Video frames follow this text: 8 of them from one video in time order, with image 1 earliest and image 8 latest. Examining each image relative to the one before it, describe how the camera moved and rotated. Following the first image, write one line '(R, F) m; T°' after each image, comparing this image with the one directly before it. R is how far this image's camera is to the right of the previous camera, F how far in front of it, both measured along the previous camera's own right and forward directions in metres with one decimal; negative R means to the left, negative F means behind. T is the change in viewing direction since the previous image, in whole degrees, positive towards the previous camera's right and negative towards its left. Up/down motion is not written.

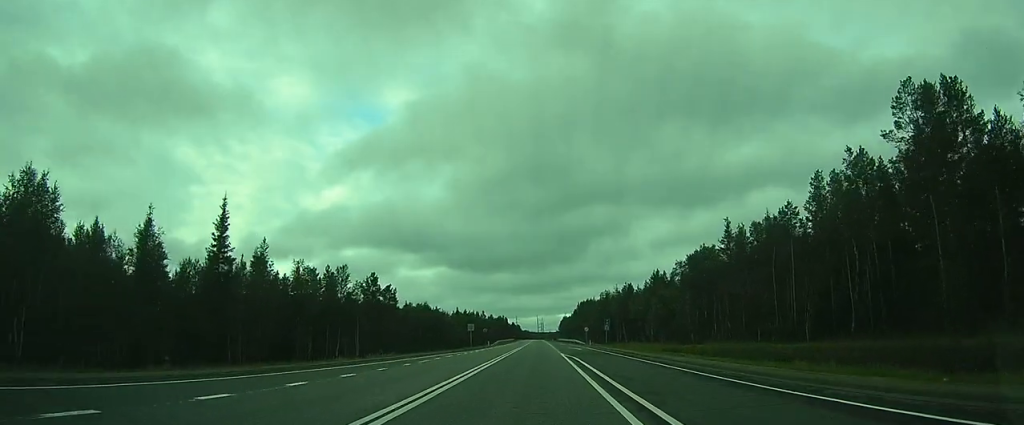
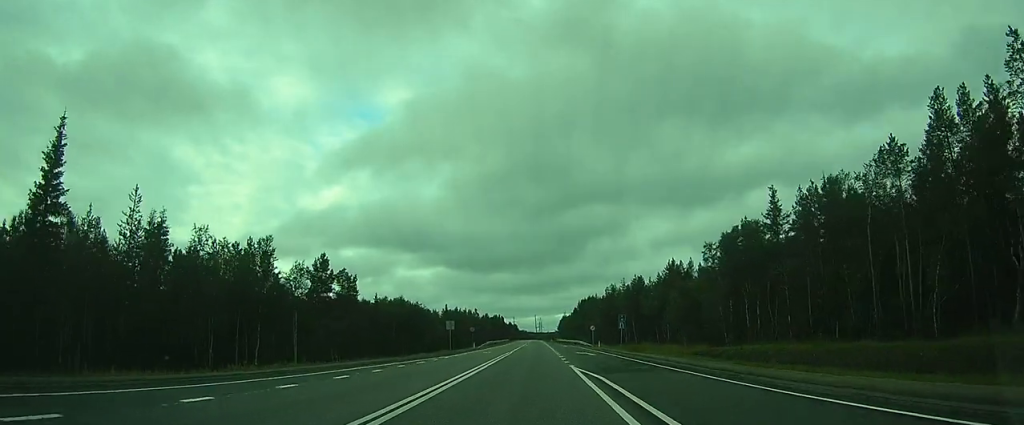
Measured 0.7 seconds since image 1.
(+0.1, +16.6) m; 0°
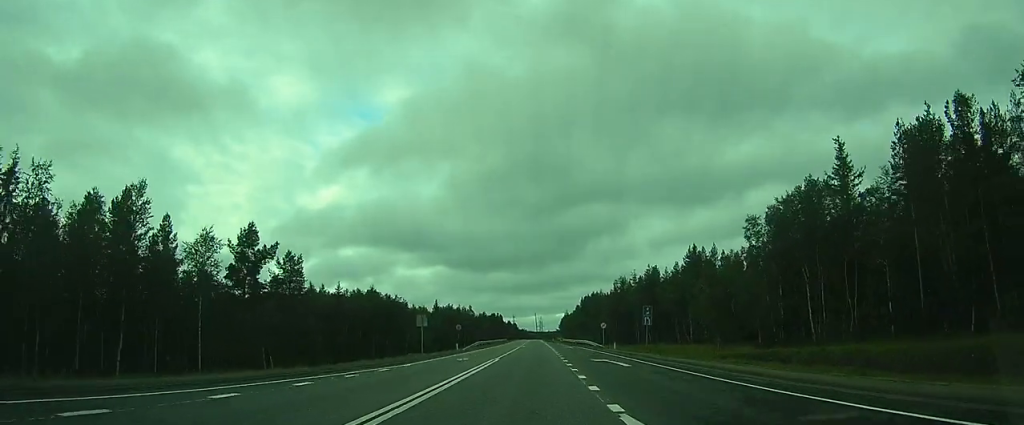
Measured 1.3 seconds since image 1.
(0.0, +15.1) m; 0°
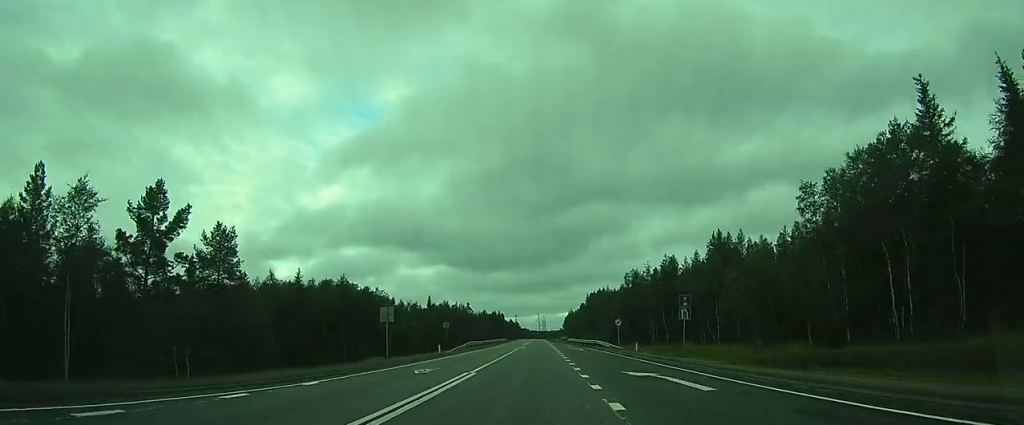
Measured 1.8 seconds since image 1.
(0.0, +12.0) m; 0°
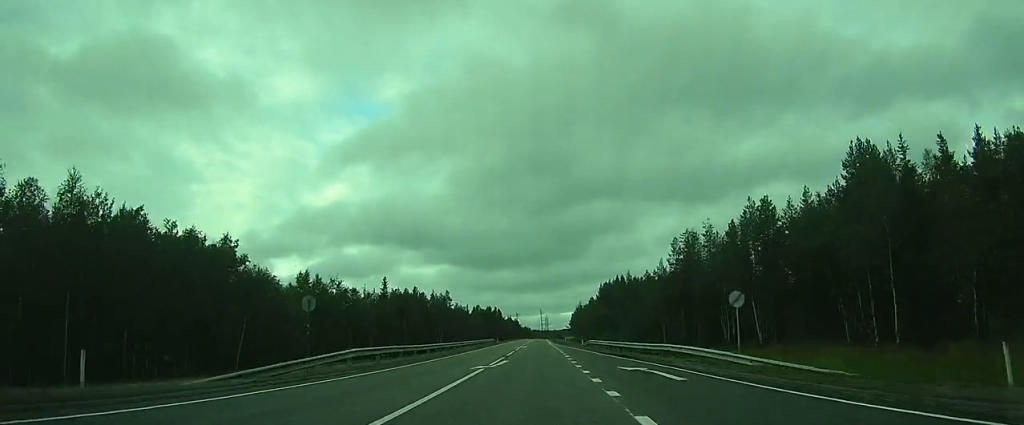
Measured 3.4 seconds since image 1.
(-0.3, +38.5) m; -1°
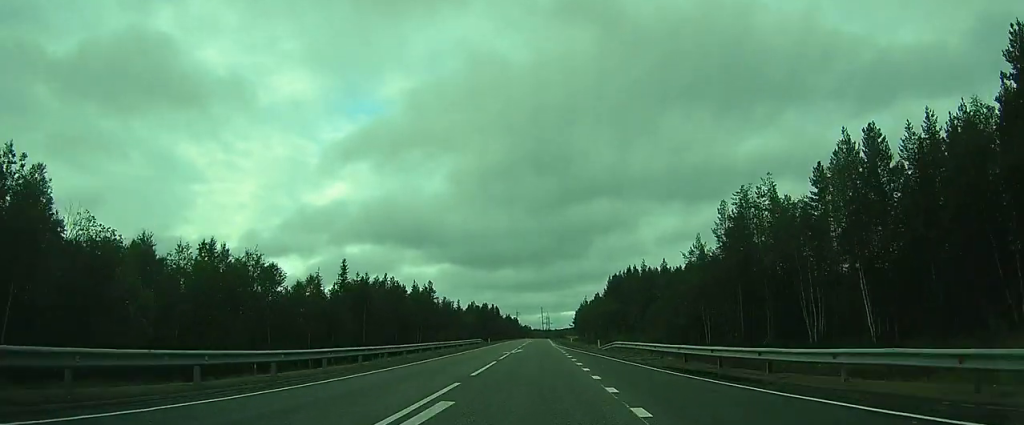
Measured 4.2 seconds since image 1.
(-0.1, +19.4) m; 0°
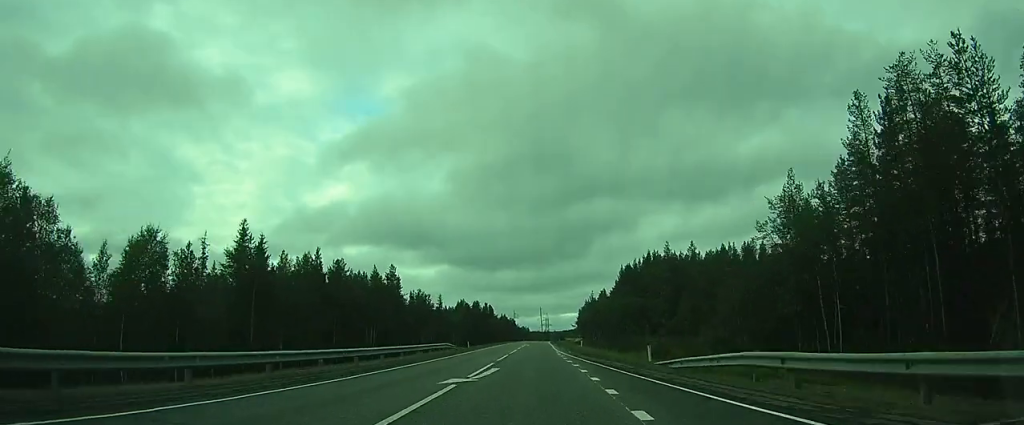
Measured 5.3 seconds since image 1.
(+0.1, +25.1) m; +1°
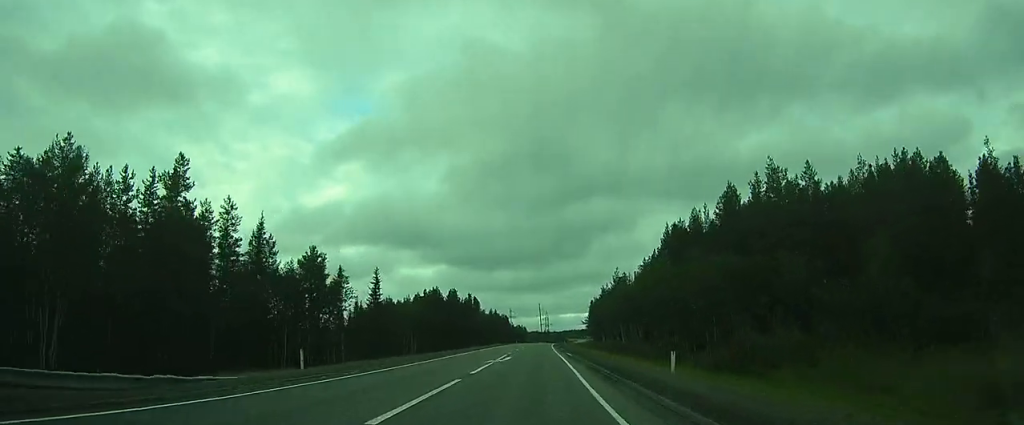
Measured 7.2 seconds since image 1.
(+0.4, +47.7) m; 0°
